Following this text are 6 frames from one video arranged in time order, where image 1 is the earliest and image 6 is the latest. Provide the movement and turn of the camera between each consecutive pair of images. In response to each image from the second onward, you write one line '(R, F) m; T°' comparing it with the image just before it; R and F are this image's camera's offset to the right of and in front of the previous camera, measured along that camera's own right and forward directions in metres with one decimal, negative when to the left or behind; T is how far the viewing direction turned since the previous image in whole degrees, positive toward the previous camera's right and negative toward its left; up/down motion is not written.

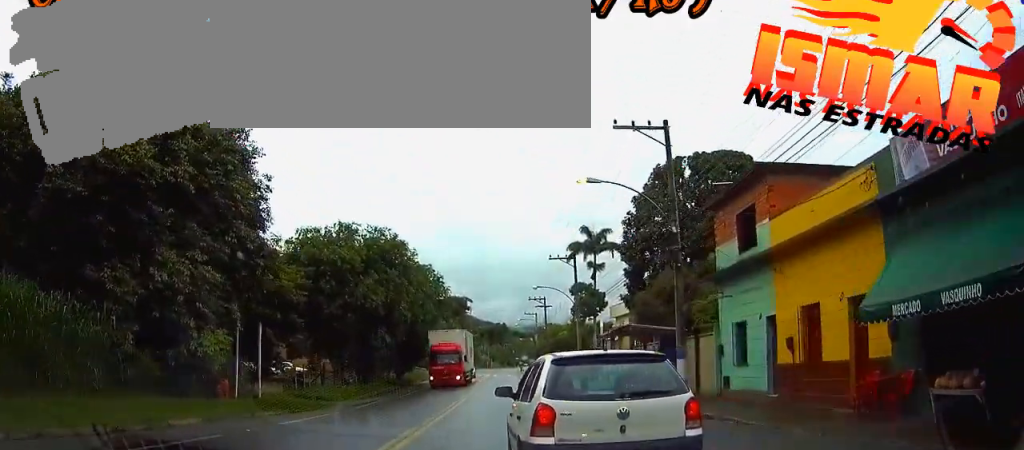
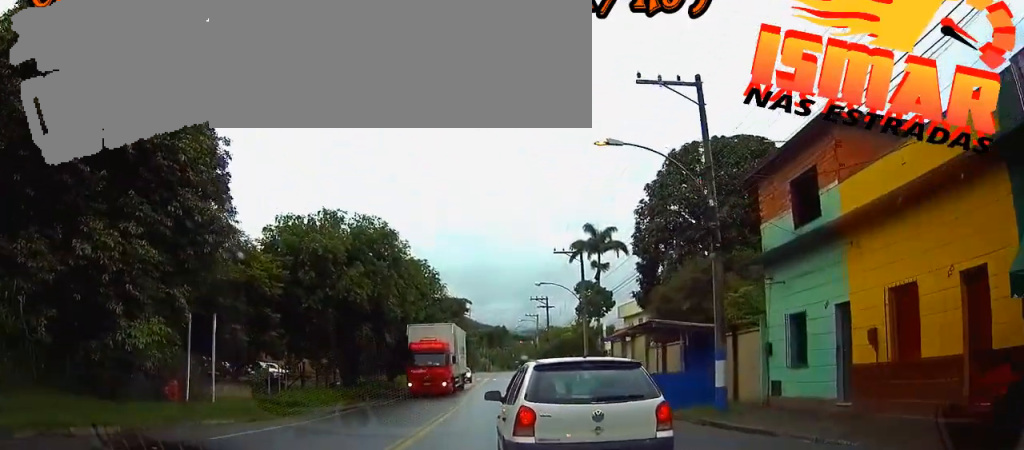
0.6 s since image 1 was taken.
(0.0, +4.7) m; 0°
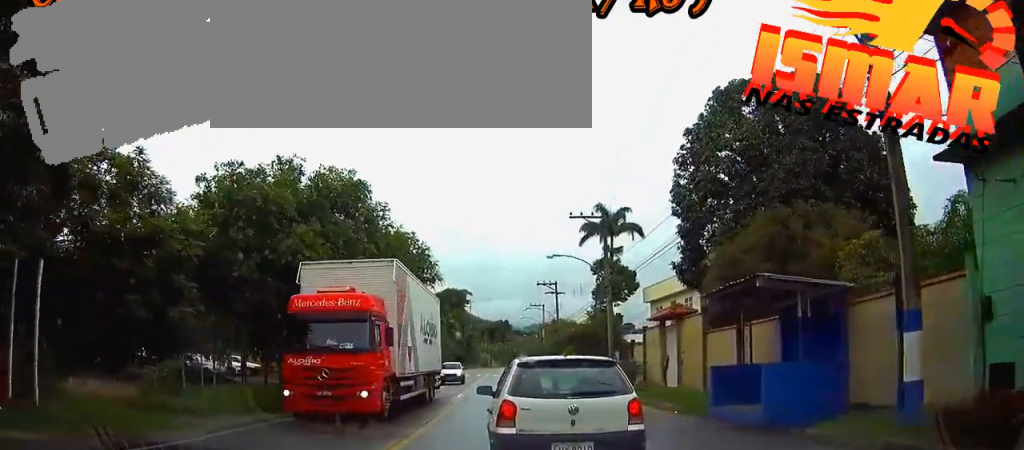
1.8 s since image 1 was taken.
(+0.2, +9.9) m; 0°
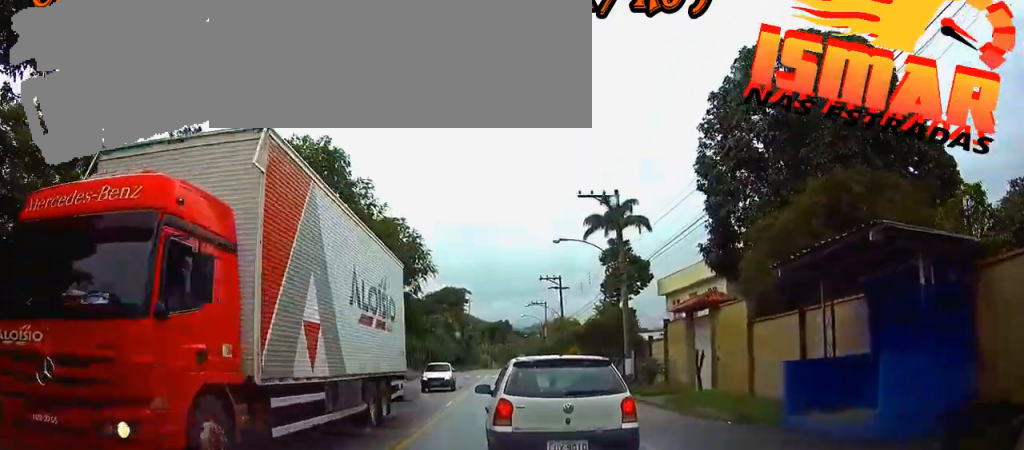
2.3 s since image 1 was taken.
(0.0, +4.9) m; 0°
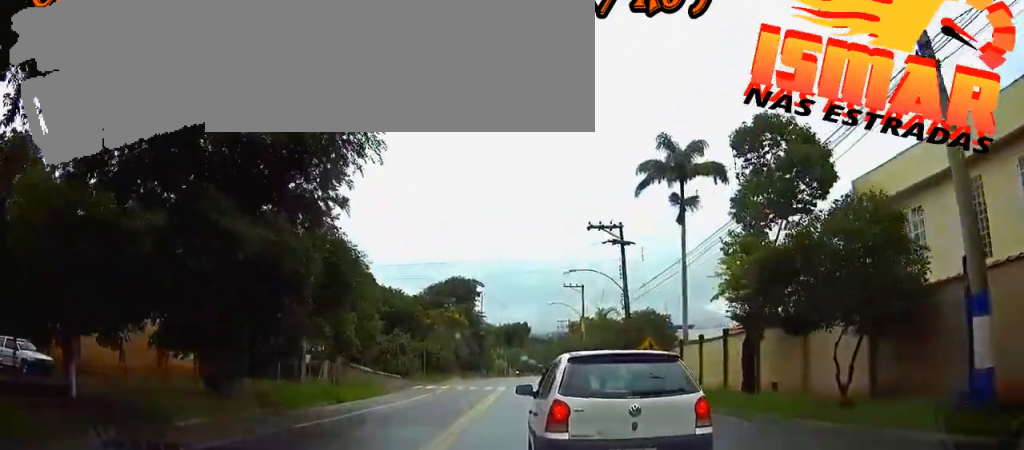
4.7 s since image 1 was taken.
(-0.3, +24.5) m; -1°
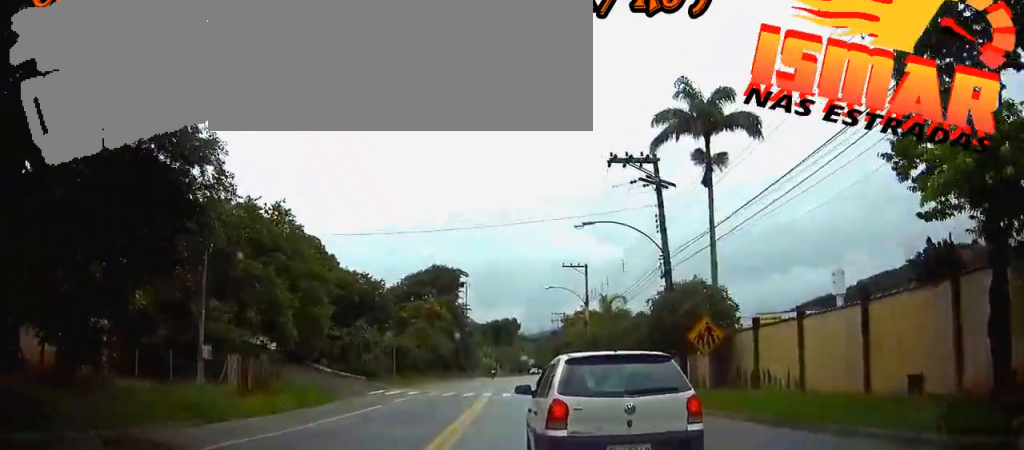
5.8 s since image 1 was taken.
(0.0, +11.7) m; 0°
